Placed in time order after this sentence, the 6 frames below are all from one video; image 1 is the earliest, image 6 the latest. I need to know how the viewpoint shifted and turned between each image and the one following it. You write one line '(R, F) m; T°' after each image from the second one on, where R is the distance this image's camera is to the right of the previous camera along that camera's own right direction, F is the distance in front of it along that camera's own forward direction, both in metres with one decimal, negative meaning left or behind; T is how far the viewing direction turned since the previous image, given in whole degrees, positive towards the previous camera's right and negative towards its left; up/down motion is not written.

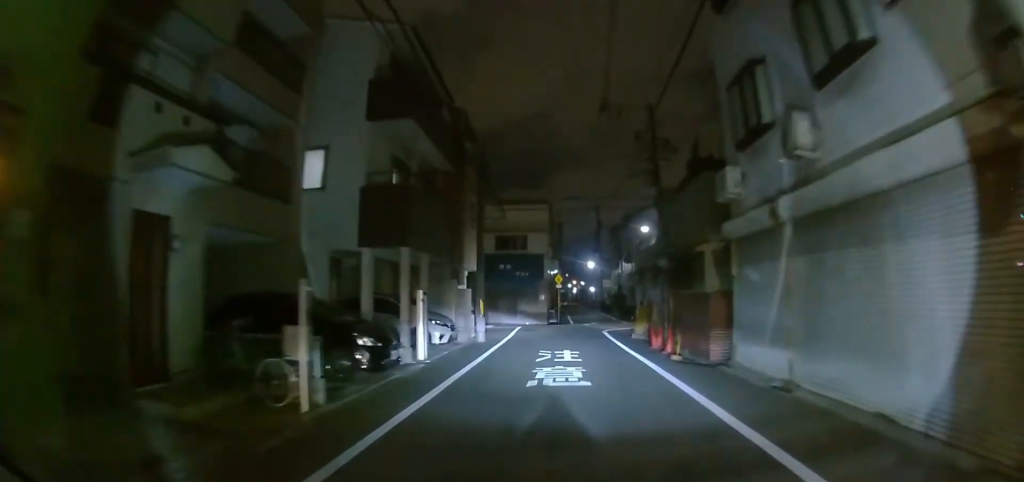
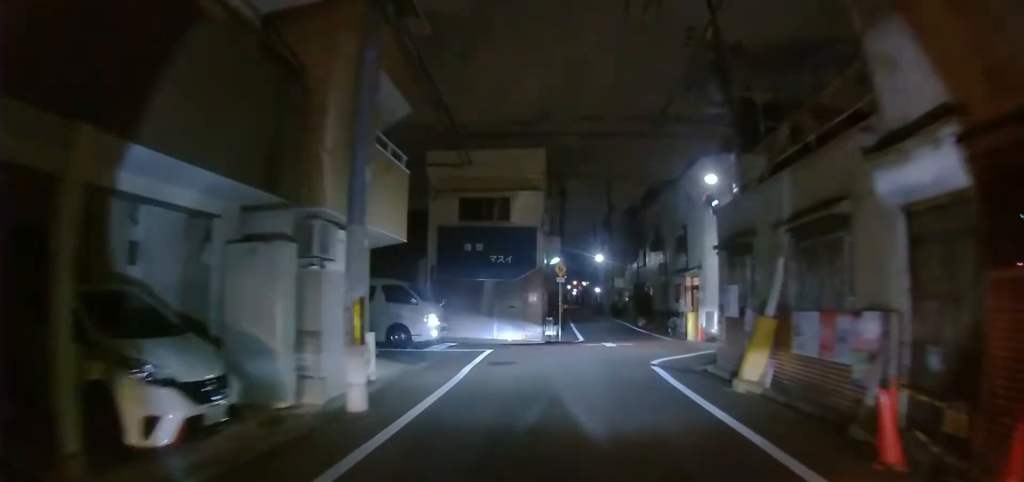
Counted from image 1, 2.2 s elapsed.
(-0.8, +12.5) m; 0°
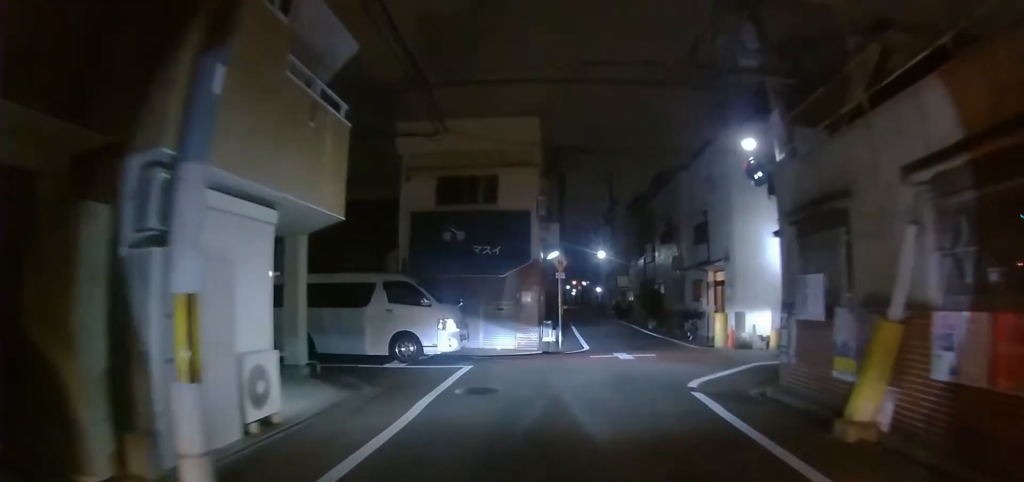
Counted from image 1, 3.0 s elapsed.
(+0.2, +4.2) m; +4°
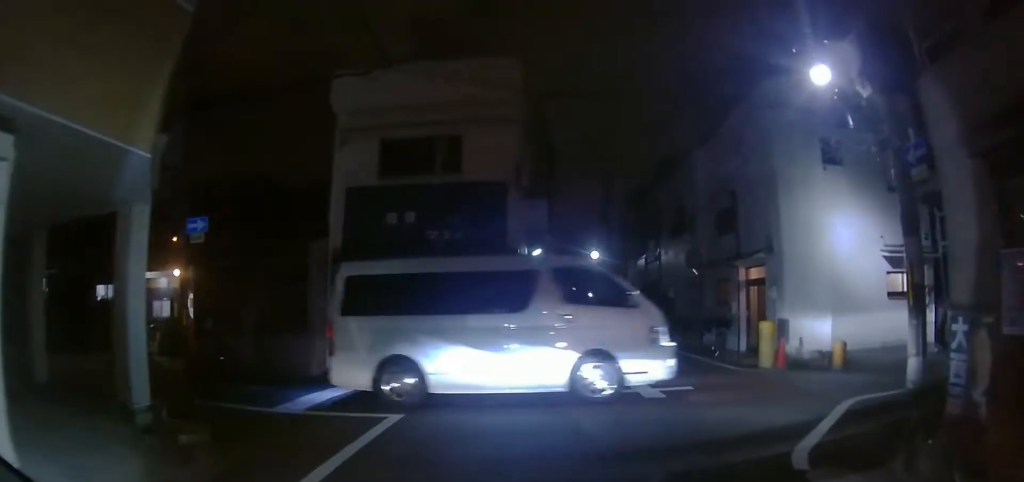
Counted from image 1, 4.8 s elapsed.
(+0.1, +6.5) m; -1°
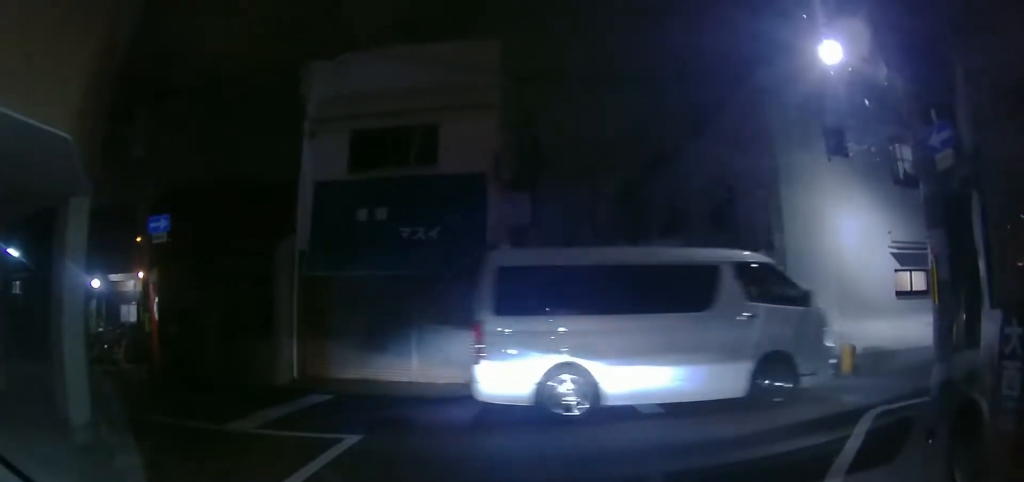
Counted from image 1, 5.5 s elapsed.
(0.0, +1.3) m; 0°
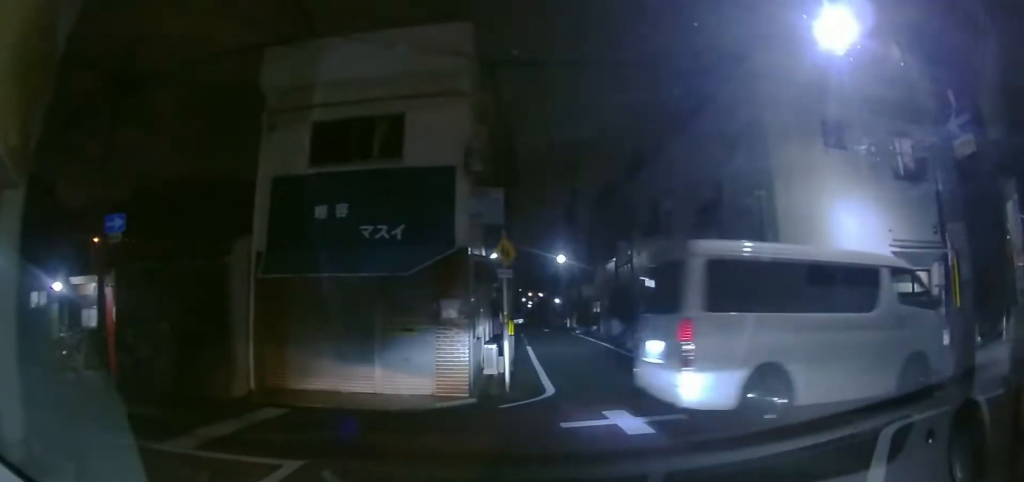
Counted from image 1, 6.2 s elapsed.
(0.0, +1.1) m; -3°
